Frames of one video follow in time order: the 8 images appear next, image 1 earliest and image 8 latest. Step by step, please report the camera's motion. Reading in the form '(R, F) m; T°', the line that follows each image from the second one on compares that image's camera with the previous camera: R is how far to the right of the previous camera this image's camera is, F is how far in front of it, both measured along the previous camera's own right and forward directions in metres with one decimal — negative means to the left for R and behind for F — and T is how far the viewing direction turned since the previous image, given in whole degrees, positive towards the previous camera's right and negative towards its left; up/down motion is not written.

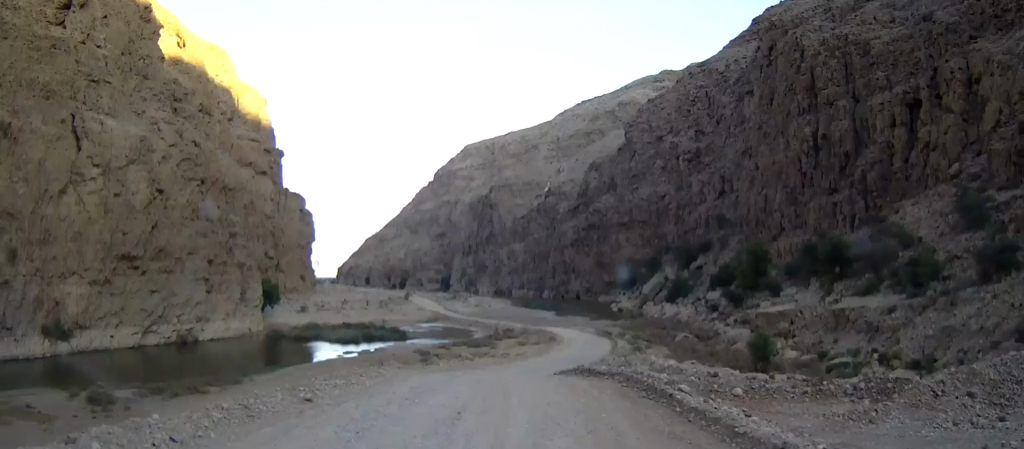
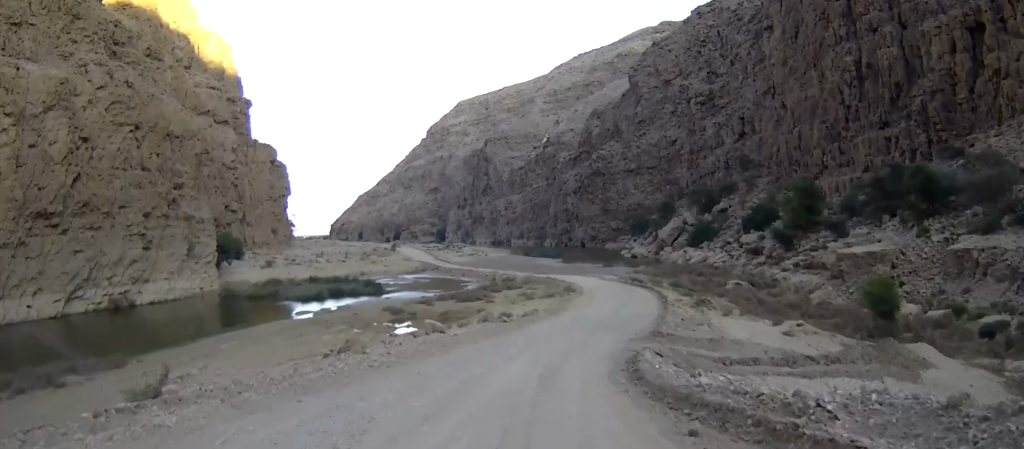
(+0.2, +23.8) m; +1°
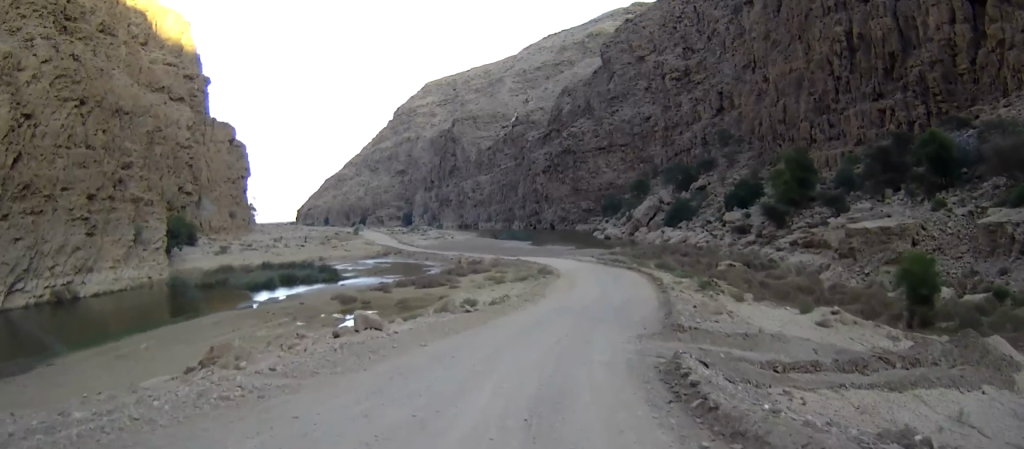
(+0.2, +8.8) m; +2°
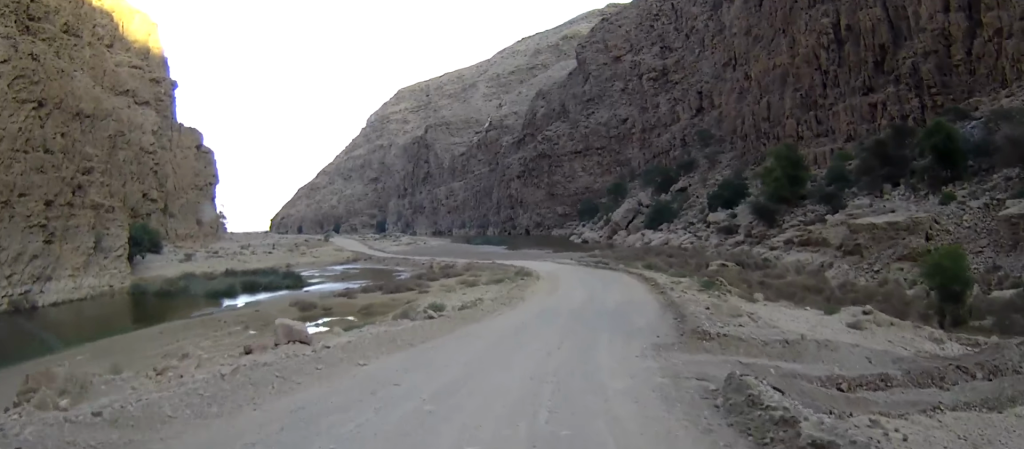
(+0.1, +5.7) m; +2°
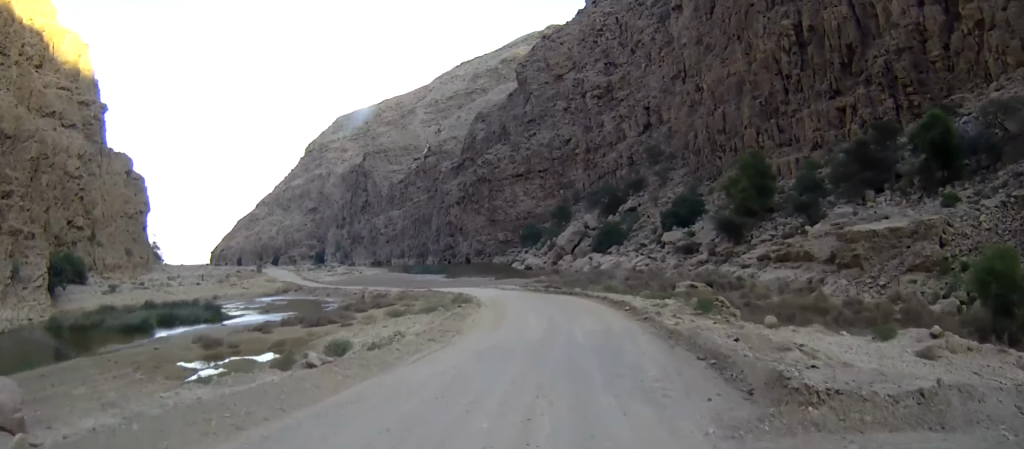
(+0.3, +8.7) m; +4°
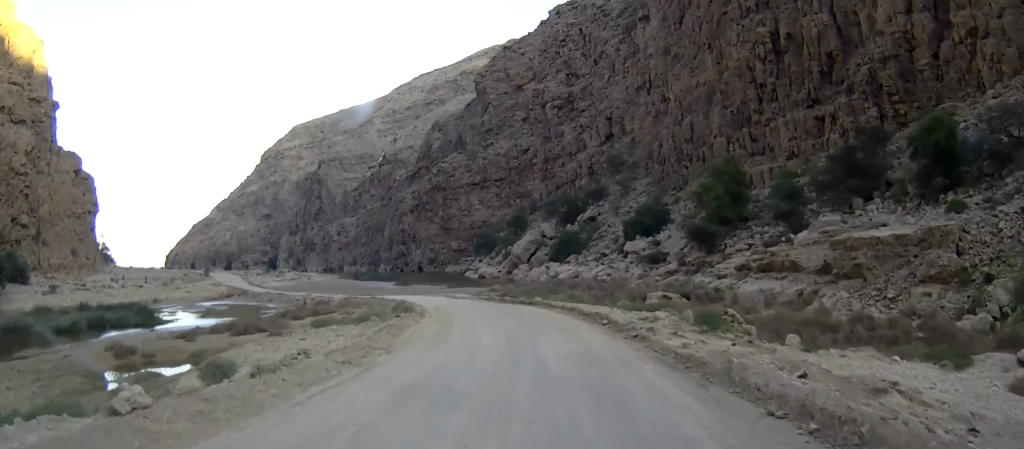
(+0.2, +6.3) m; +3°
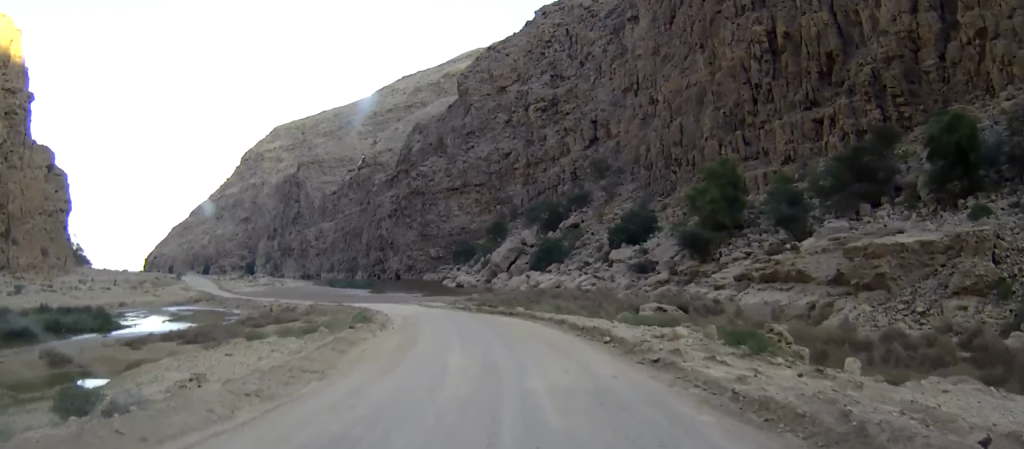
(+0.1, +4.9) m; +2°
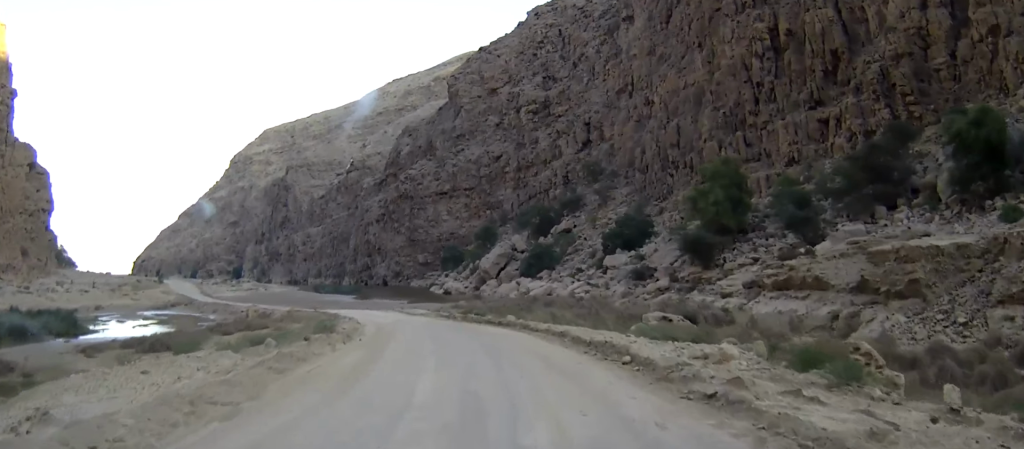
(+0.1, +4.7) m; +1°
